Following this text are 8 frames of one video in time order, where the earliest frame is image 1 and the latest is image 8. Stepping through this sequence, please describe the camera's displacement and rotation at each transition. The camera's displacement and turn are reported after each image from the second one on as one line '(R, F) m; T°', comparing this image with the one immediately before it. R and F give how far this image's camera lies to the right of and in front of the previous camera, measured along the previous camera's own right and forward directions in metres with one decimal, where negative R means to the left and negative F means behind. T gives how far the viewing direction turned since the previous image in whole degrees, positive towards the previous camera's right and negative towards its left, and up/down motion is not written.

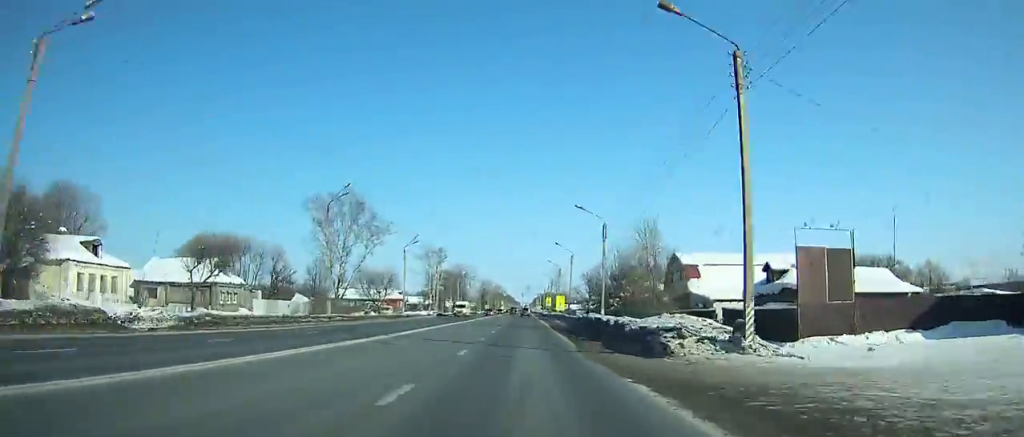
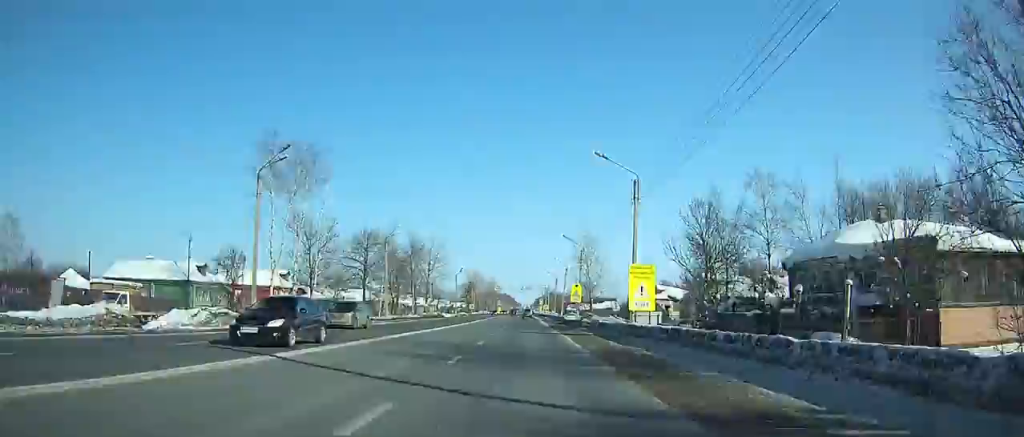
(0.0, +74.9) m; 0°
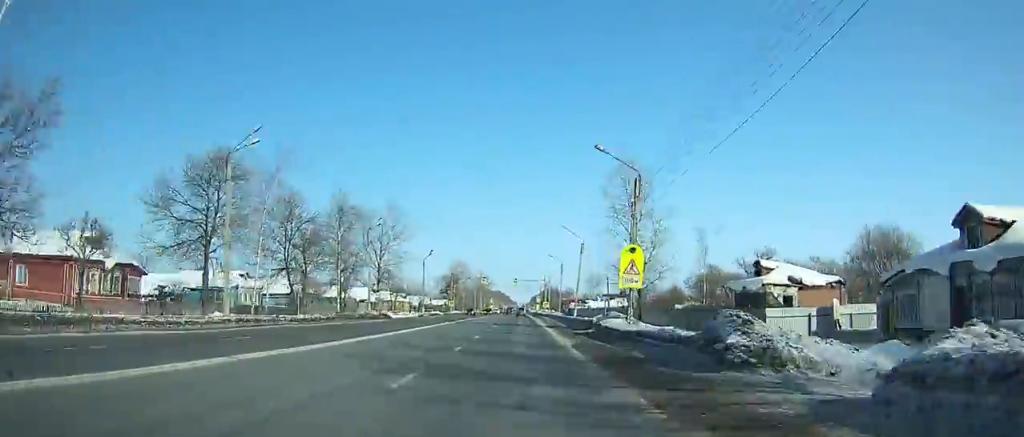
(+0.1, +37.3) m; 0°
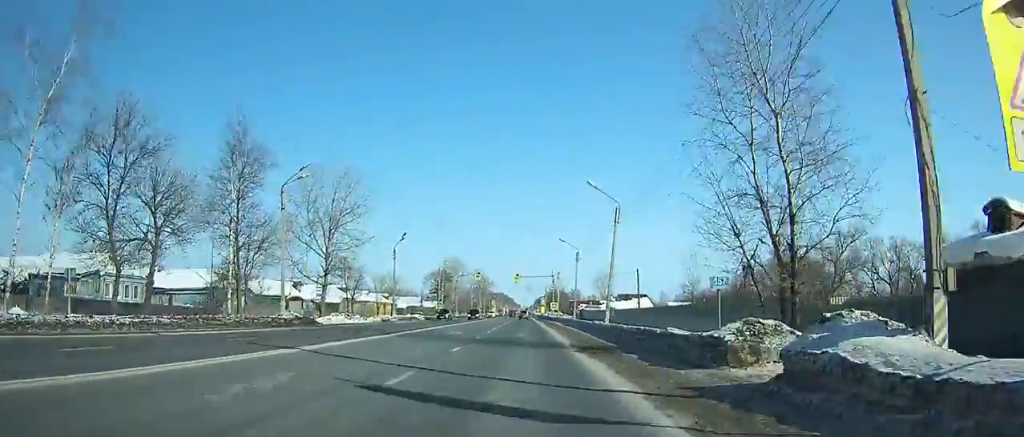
(0.0, +24.0) m; 0°
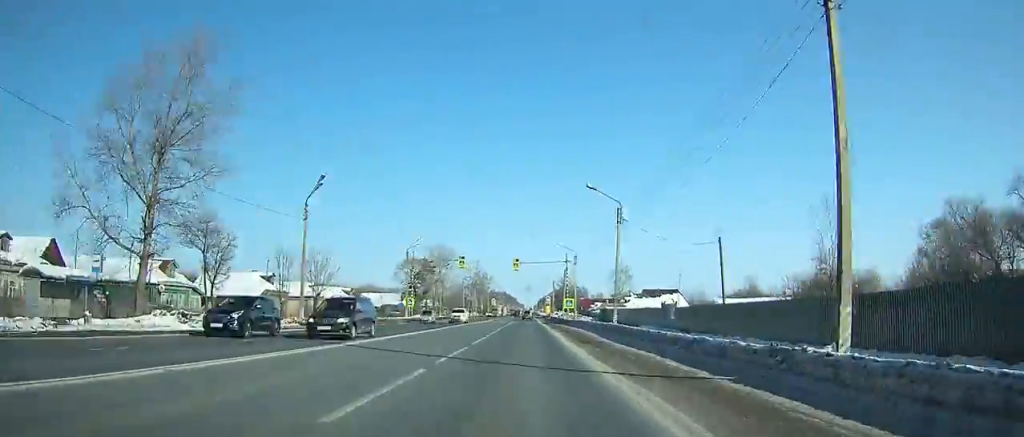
(+0.1, +31.4) m; 0°
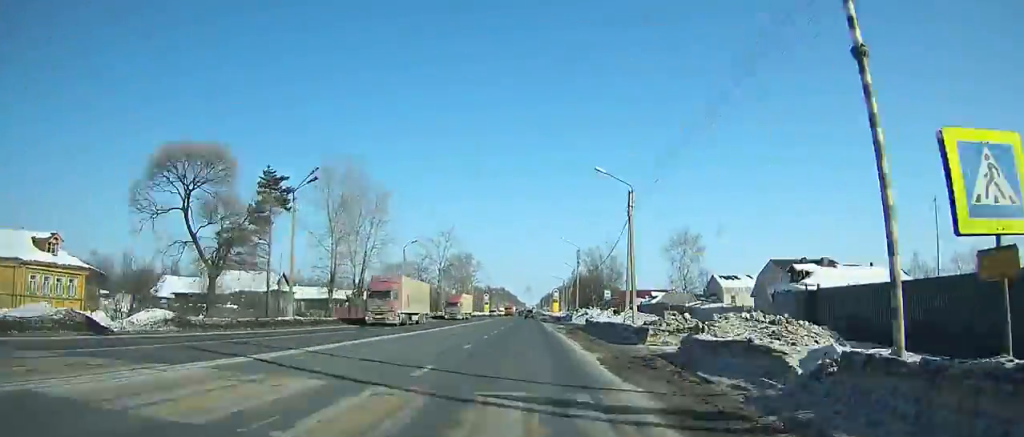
(0.0, +68.0) m; 0°
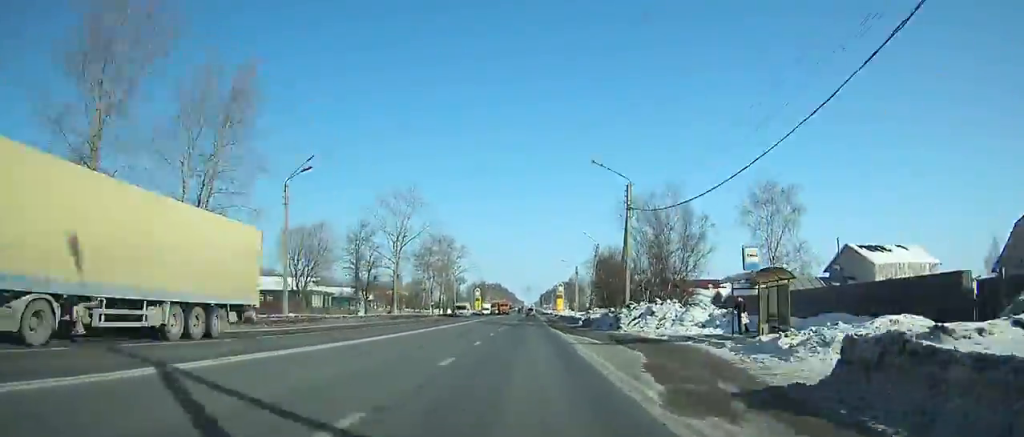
(-0.1, +35.2) m; 0°
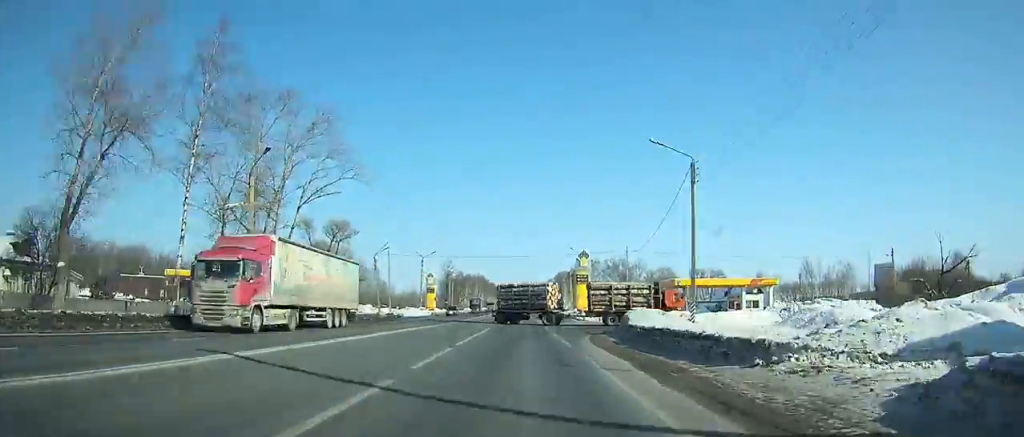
(+0.3, +91.9) m; 0°
